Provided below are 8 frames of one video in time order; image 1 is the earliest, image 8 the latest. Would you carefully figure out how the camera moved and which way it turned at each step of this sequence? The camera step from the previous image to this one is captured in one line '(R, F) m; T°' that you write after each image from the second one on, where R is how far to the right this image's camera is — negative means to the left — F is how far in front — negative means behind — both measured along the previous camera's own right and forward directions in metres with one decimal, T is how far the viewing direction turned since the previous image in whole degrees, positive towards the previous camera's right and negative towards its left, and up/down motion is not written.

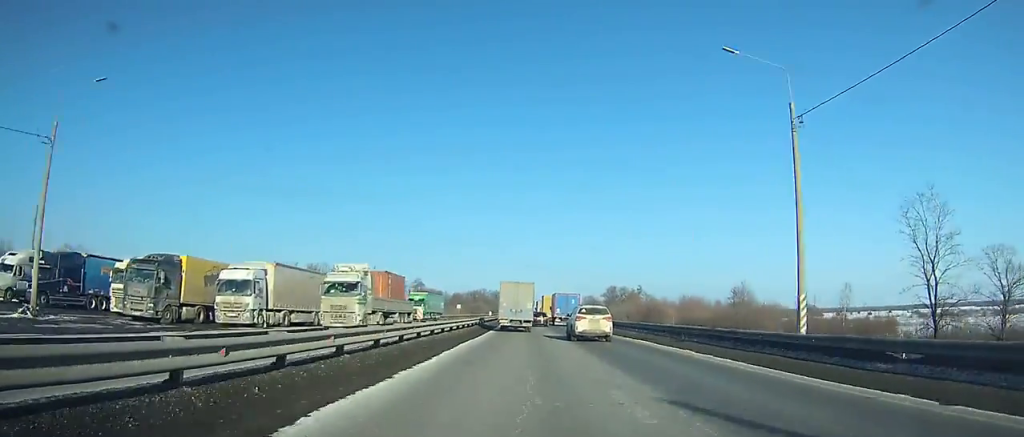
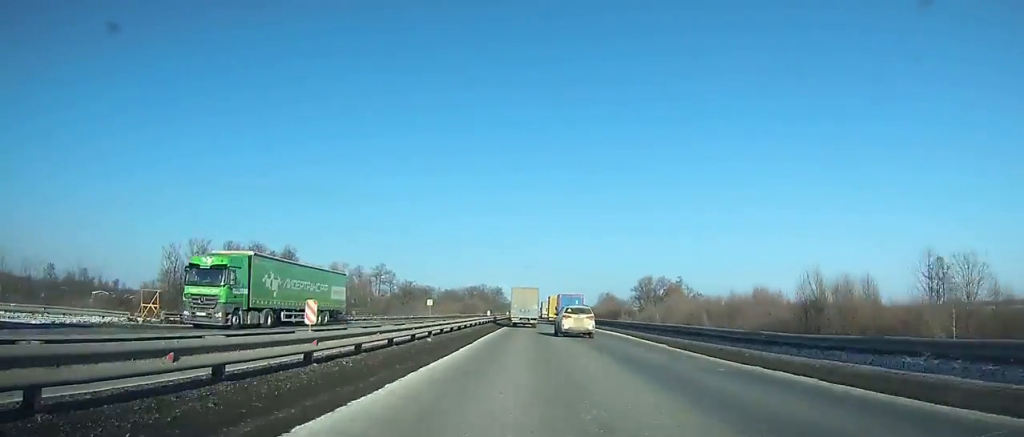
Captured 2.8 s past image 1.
(0.0, +54.9) m; 0°
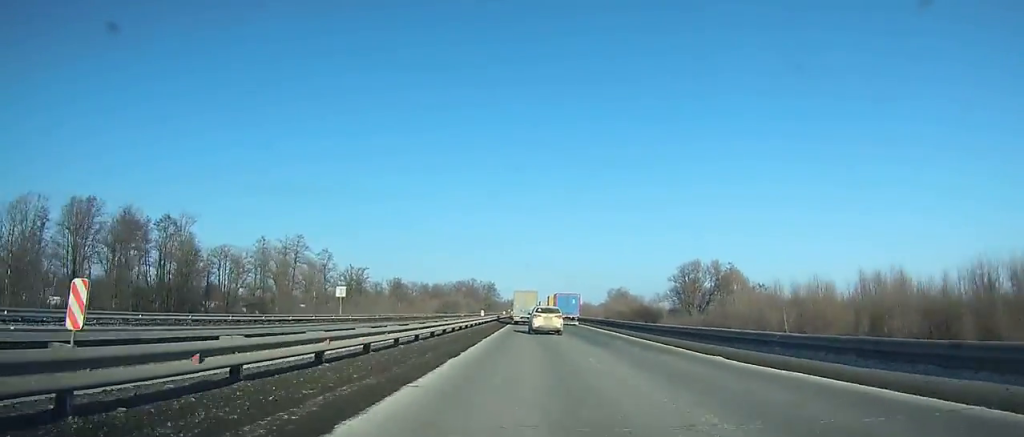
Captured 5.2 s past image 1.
(-0.1, +49.2) m; 0°
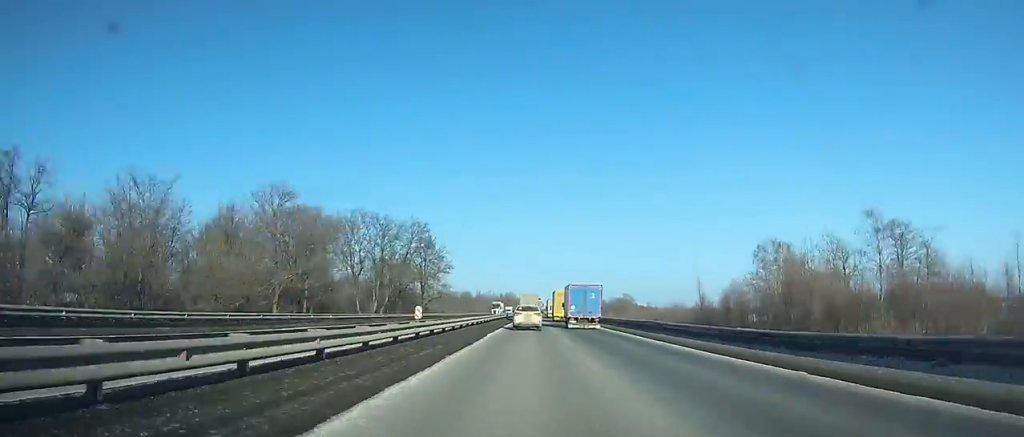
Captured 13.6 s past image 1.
(+0.4, +193.7) m; 0°
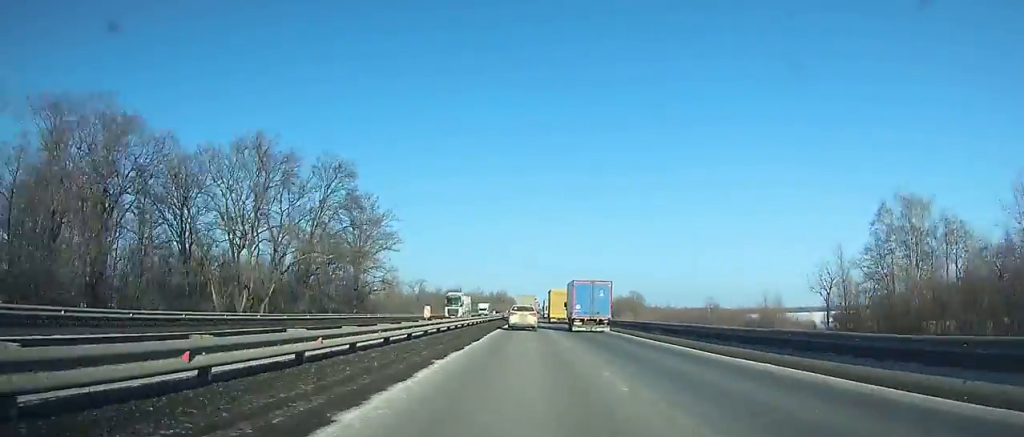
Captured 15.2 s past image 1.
(+0.1, +40.2) m; 0°
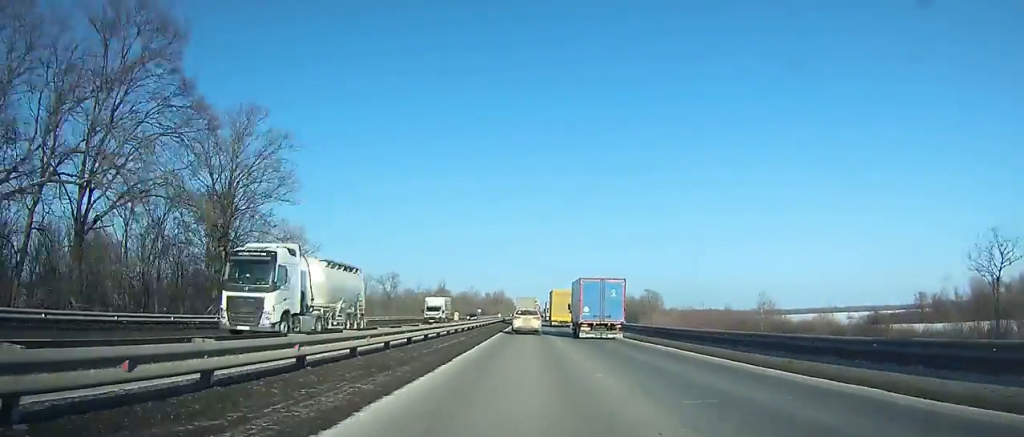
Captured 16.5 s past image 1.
(0.0, +32.7) m; 0°
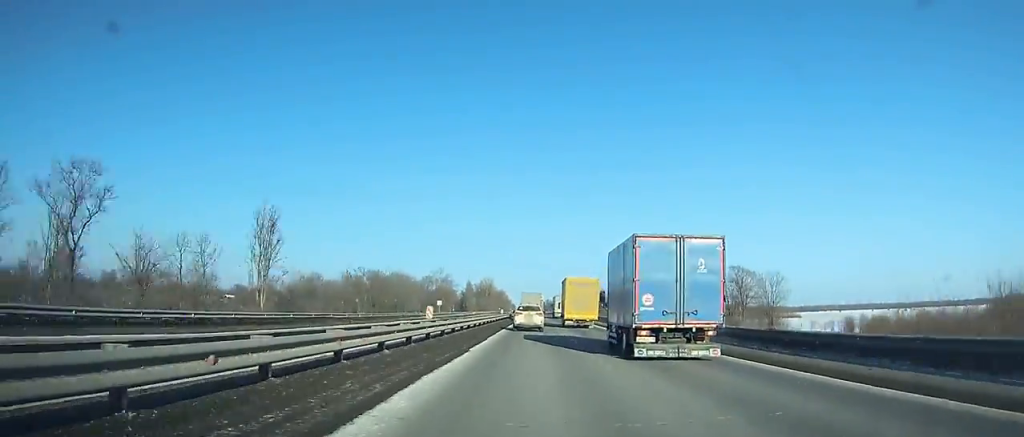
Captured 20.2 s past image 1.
(+0.6, +94.0) m; +1°
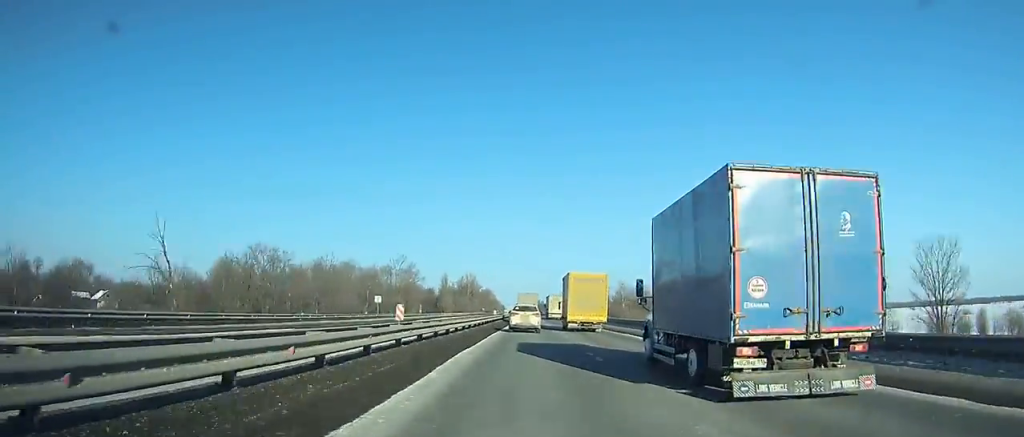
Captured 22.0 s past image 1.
(+0.2, +45.6) m; 0°
